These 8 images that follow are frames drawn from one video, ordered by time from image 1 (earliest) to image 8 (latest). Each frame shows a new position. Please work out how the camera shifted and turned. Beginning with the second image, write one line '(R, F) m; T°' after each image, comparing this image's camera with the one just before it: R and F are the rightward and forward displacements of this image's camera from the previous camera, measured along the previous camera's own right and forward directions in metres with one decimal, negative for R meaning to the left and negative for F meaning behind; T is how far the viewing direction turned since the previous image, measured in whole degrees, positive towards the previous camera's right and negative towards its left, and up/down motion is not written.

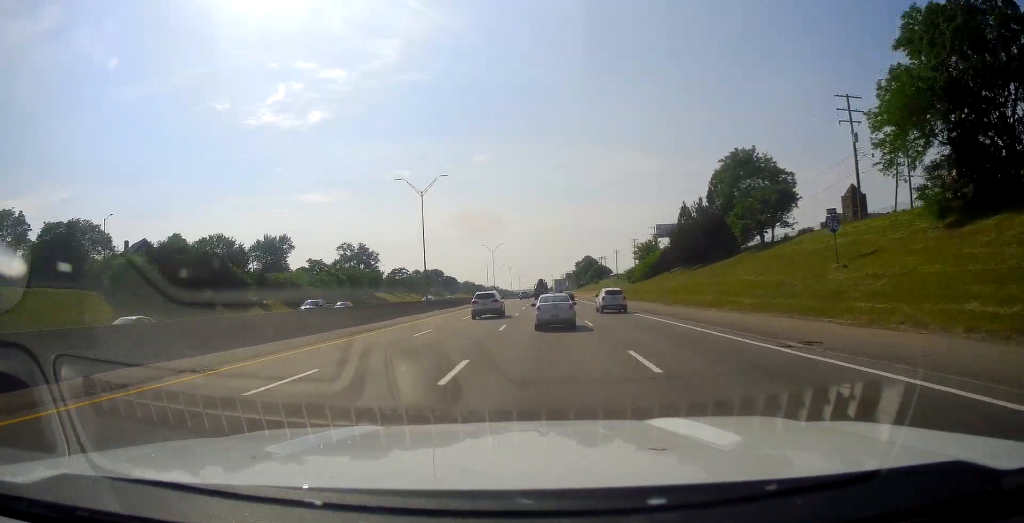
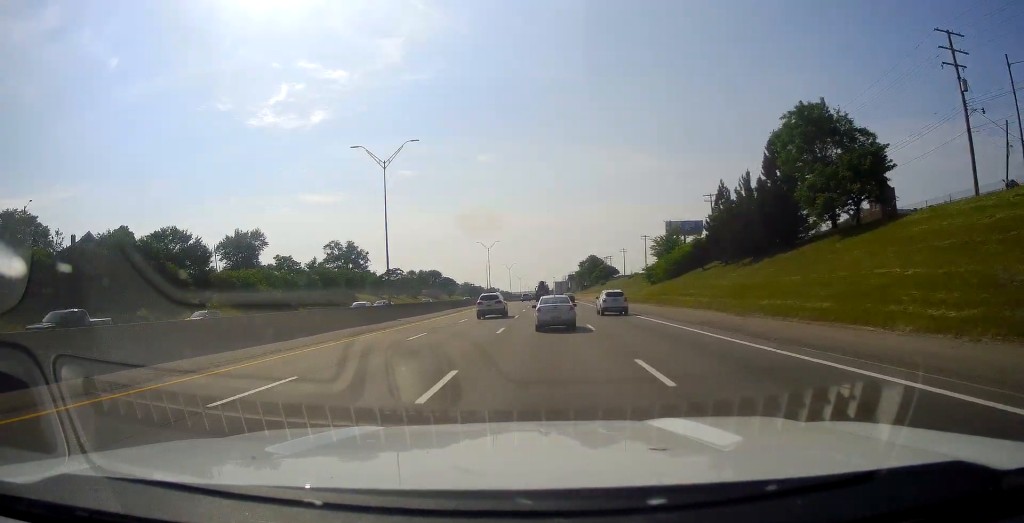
(0.0, +16.9) m; -1°
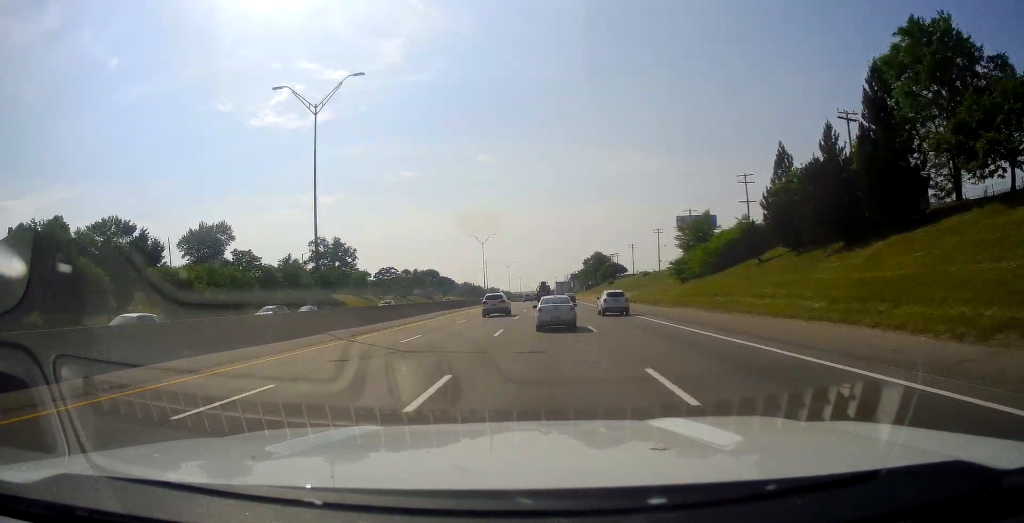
(-0.2, +16.7) m; 0°
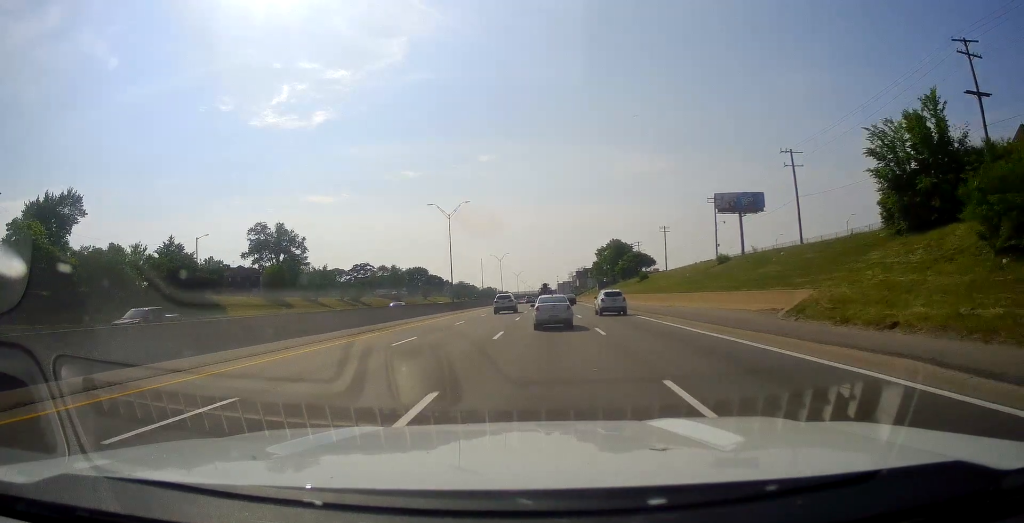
(+0.3, +47.7) m; +1°
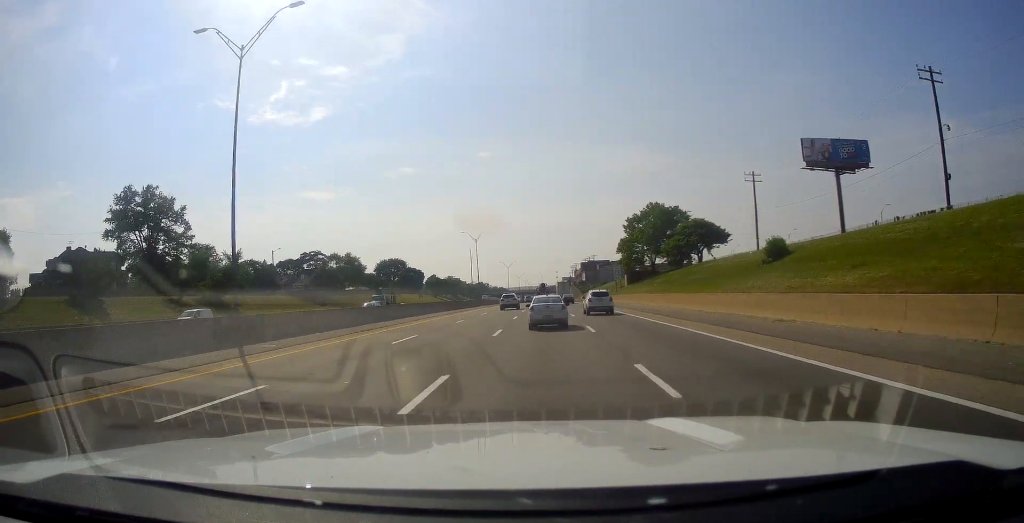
(-0.4, +59.5) m; 0°
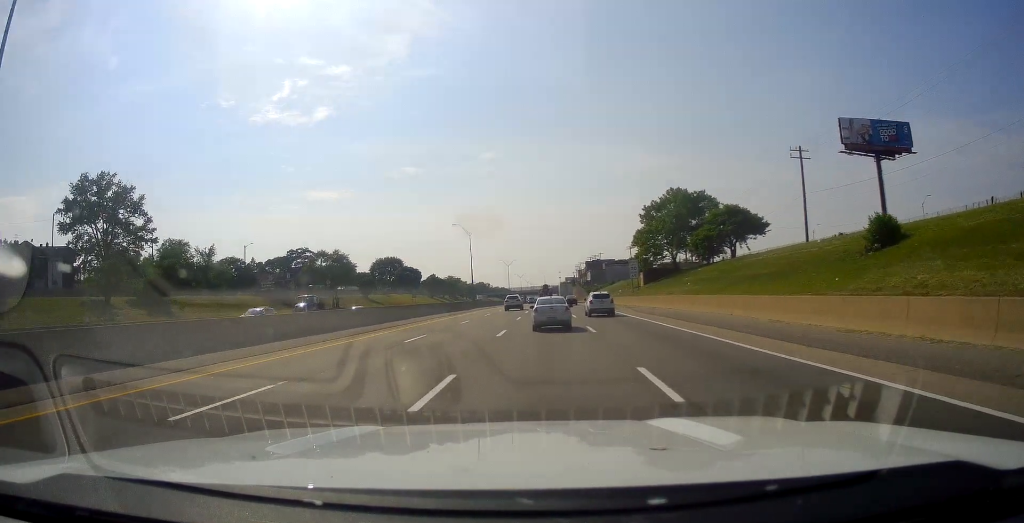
(+0.1, +14.5) m; 0°
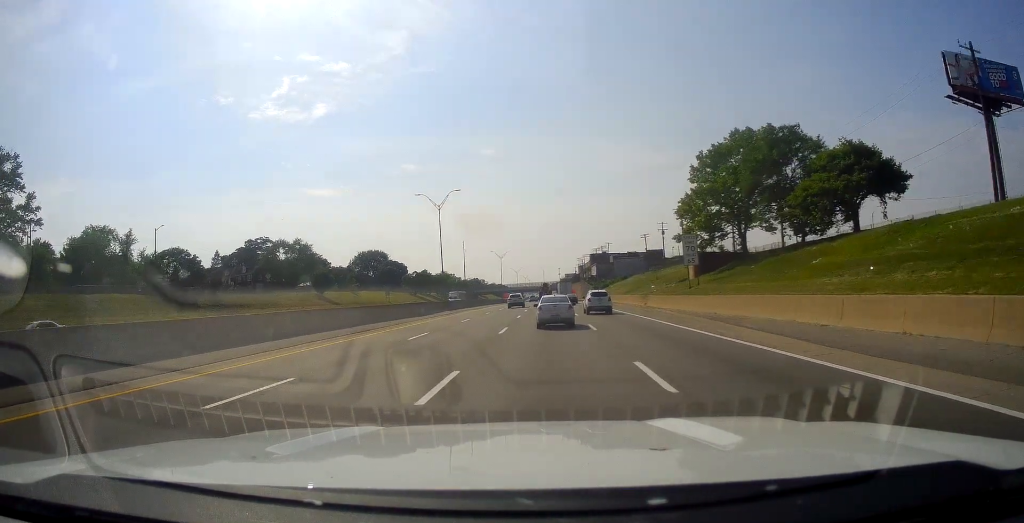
(0.0, +30.7) m; +1°
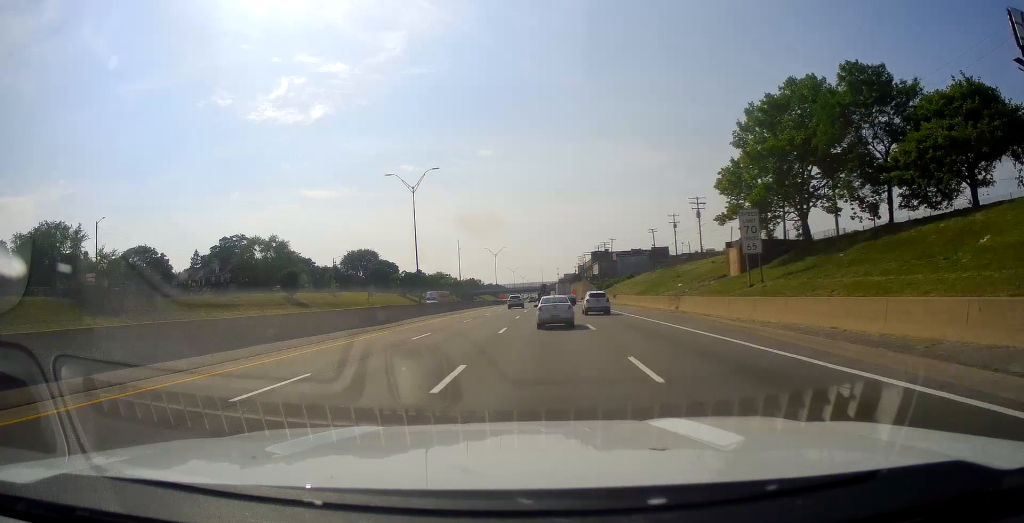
(+0.3, +14.3) m; -1°
